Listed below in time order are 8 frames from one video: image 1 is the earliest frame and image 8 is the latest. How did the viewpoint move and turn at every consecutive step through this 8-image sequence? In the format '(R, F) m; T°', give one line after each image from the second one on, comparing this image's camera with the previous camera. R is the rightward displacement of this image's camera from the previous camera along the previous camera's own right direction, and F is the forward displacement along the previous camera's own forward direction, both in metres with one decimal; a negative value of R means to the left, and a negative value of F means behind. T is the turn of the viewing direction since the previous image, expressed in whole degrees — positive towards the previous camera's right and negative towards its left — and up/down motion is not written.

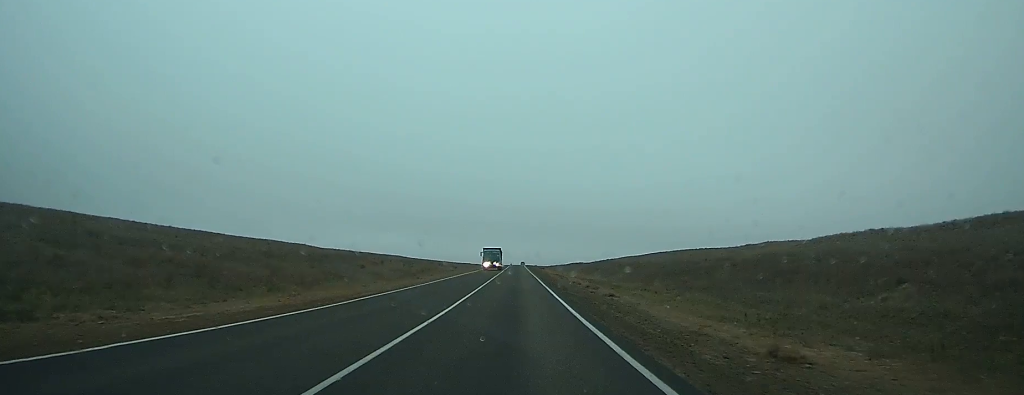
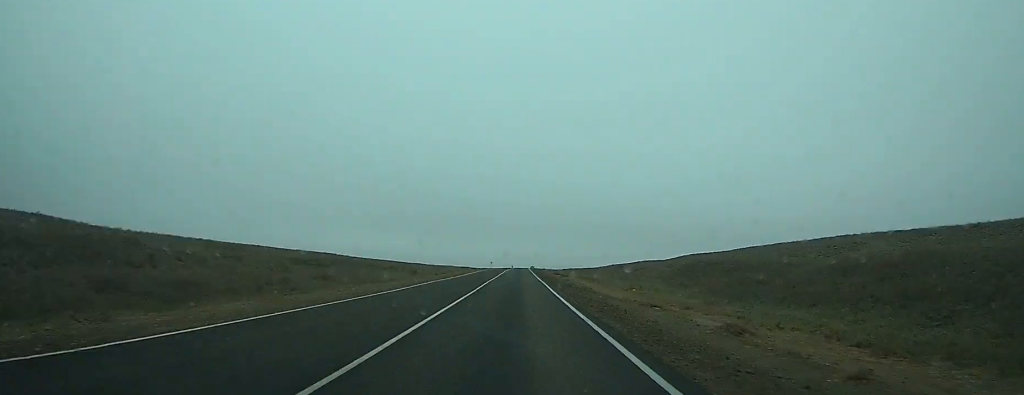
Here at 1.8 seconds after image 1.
(+0.1, +48.3) m; 0°
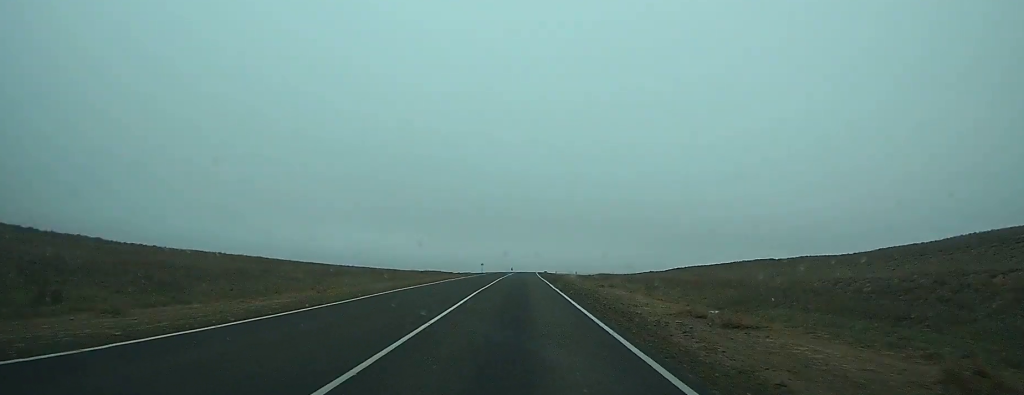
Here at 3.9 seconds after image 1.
(-0.1, +57.1) m; 0°
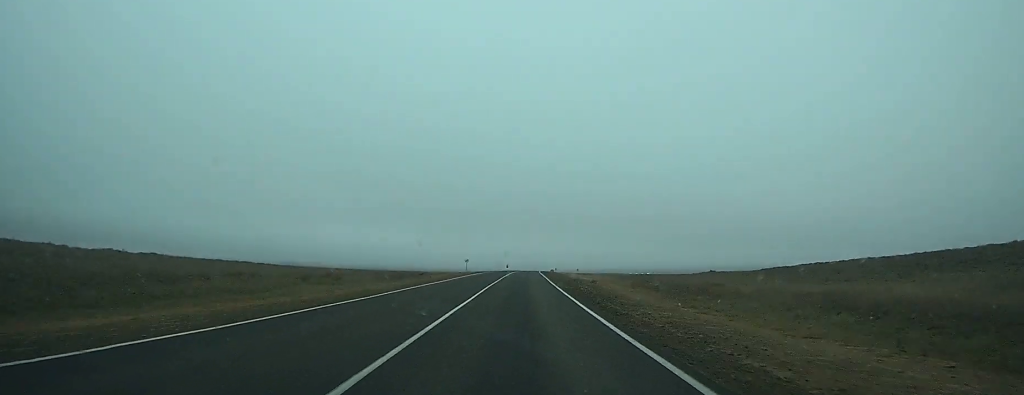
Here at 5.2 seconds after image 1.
(0.0, +36.1) m; 0°
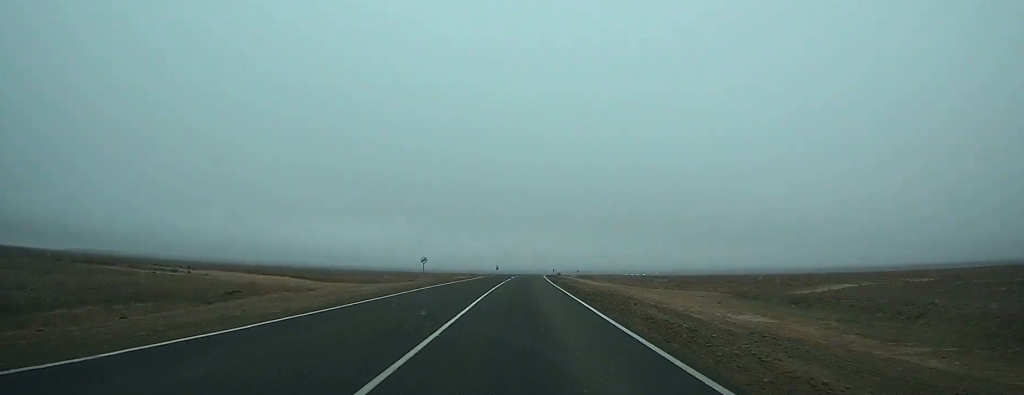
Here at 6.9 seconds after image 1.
(+0.1, +43.7) m; +1°
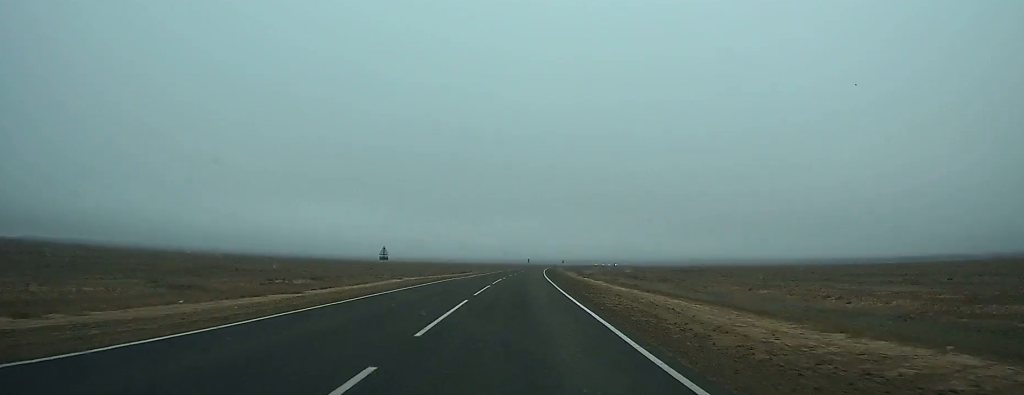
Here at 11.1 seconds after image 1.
(+2.5, +107.1) m; +3°
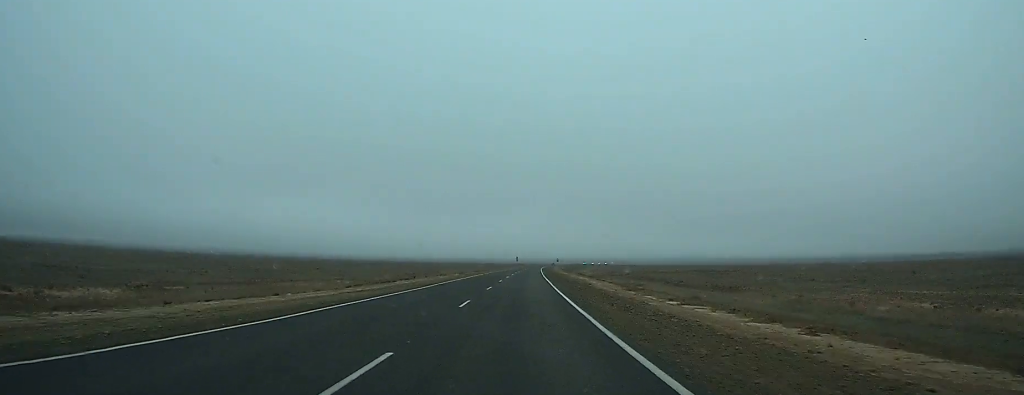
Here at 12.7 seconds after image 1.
(+0.2, +42.6) m; +1°
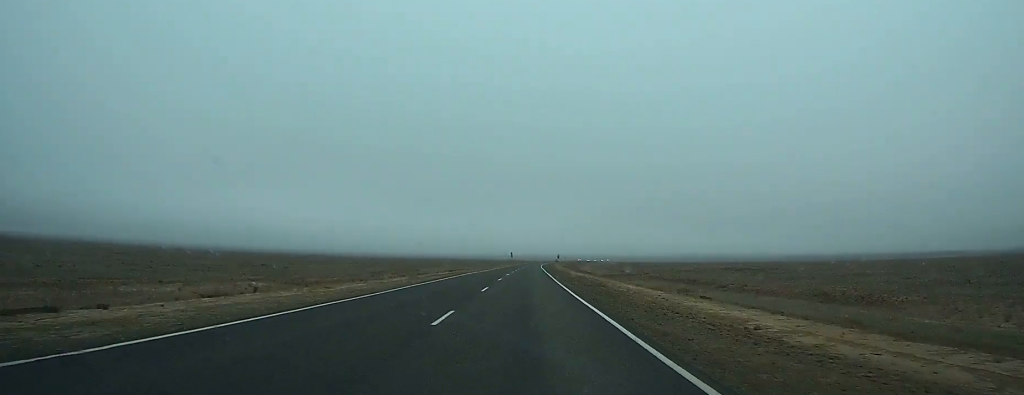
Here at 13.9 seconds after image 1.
(+0.4, +31.6) m; +1°
